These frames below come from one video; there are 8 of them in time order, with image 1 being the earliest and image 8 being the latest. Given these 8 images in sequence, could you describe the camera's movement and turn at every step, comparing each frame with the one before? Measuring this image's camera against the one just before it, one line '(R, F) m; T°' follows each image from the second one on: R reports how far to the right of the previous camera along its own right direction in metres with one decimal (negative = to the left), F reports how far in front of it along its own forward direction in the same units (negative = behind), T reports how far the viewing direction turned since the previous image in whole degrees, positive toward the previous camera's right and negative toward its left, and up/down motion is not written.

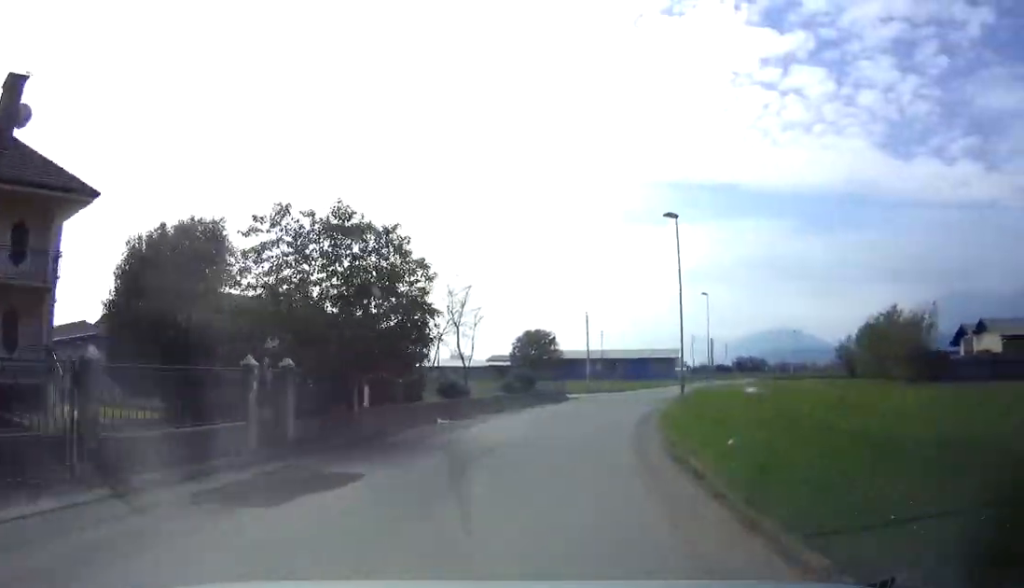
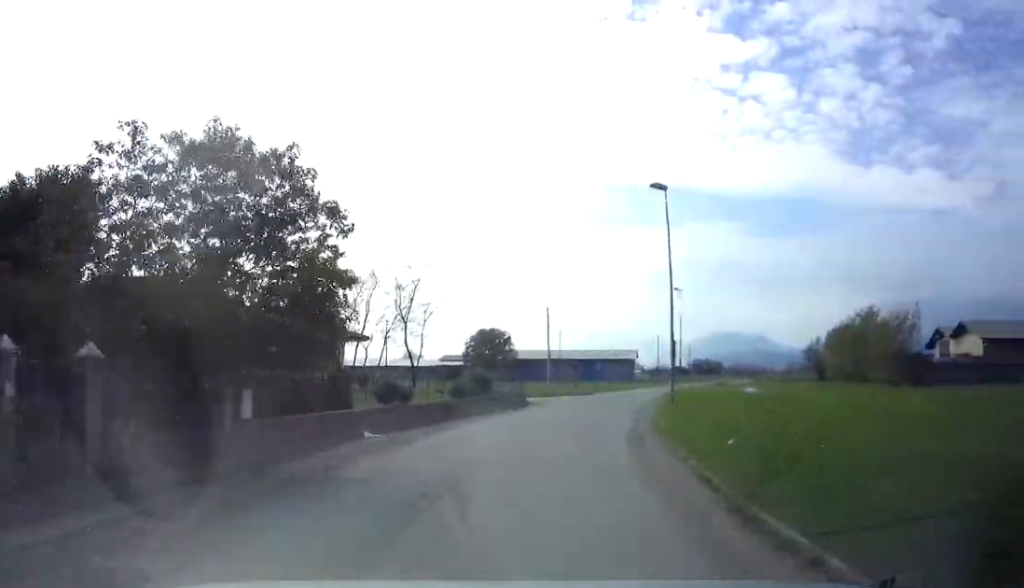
(+0.7, +5.1) m; +11°
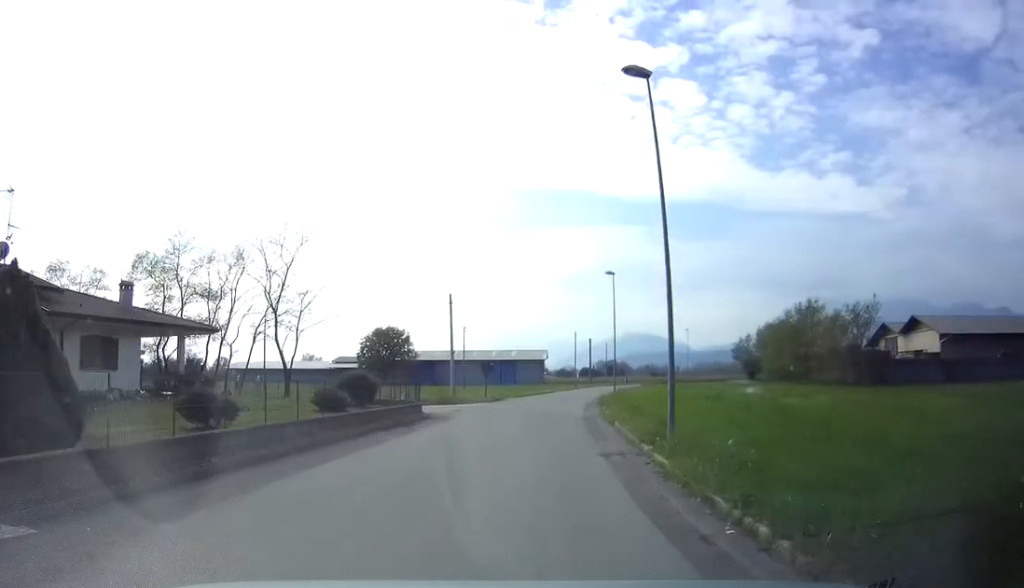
(+1.2, +9.3) m; +8°
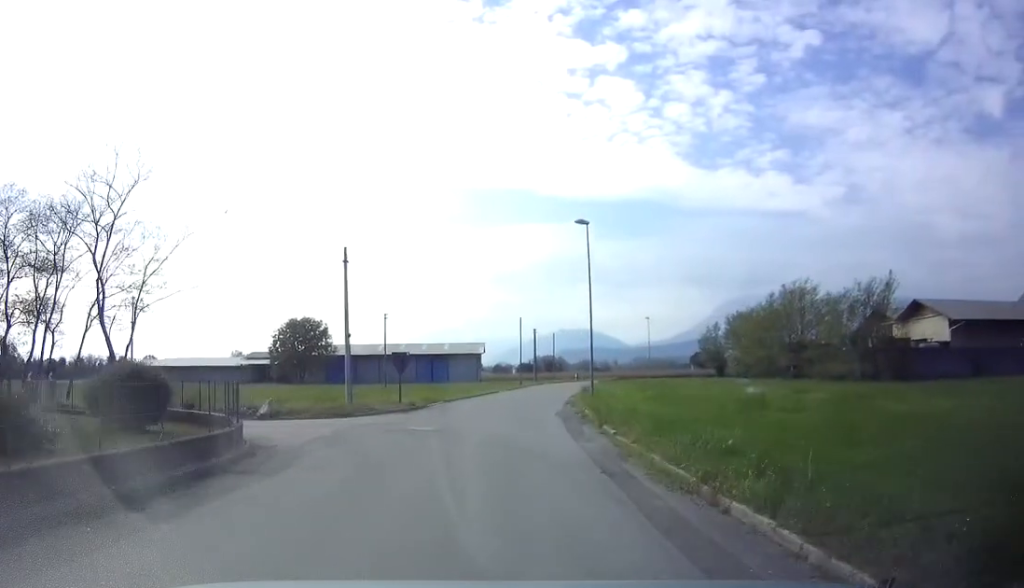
(+0.4, +12.7) m; +4°
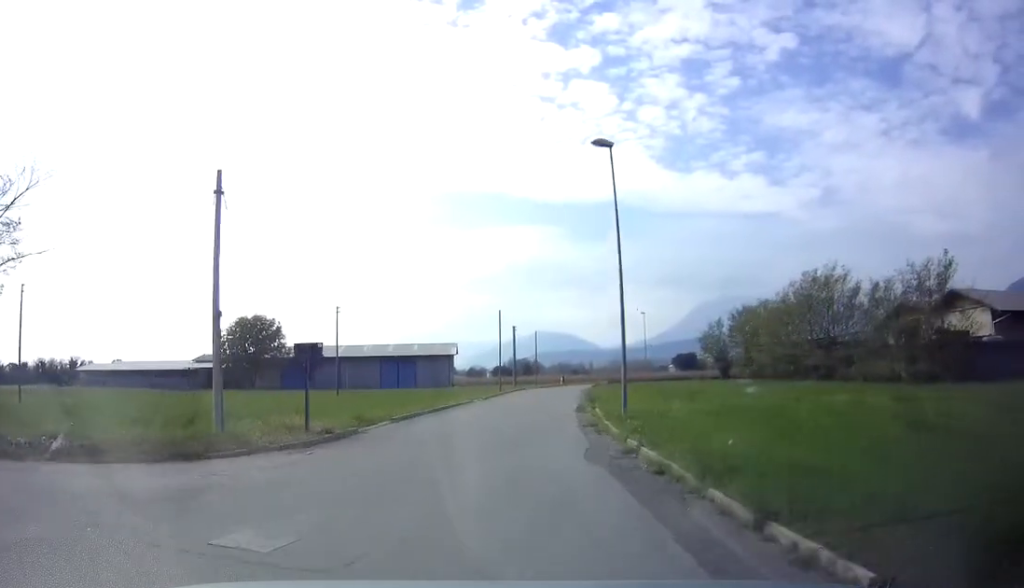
(+0.5, +11.0) m; +3°
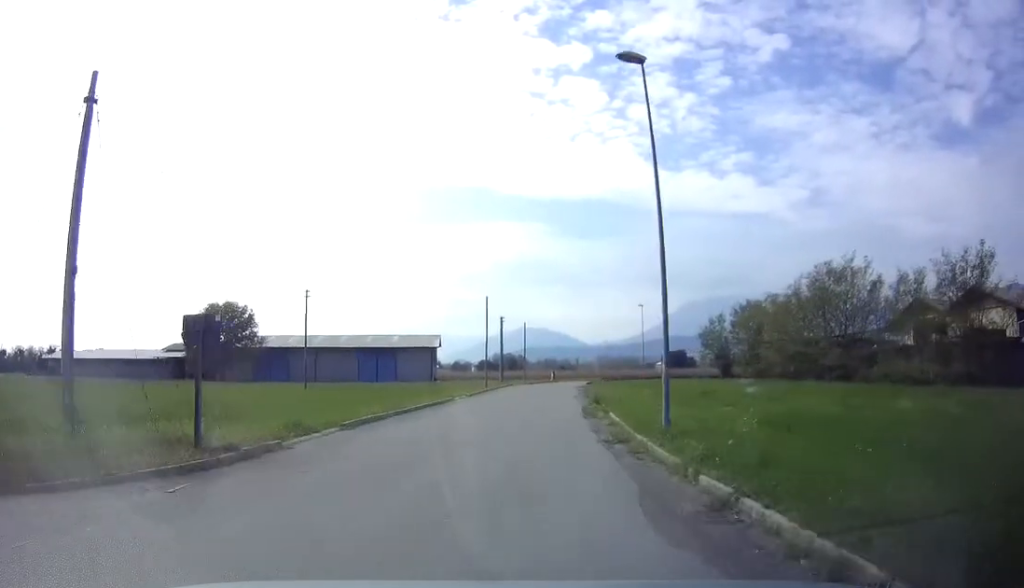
(0.0, +5.3) m; 0°
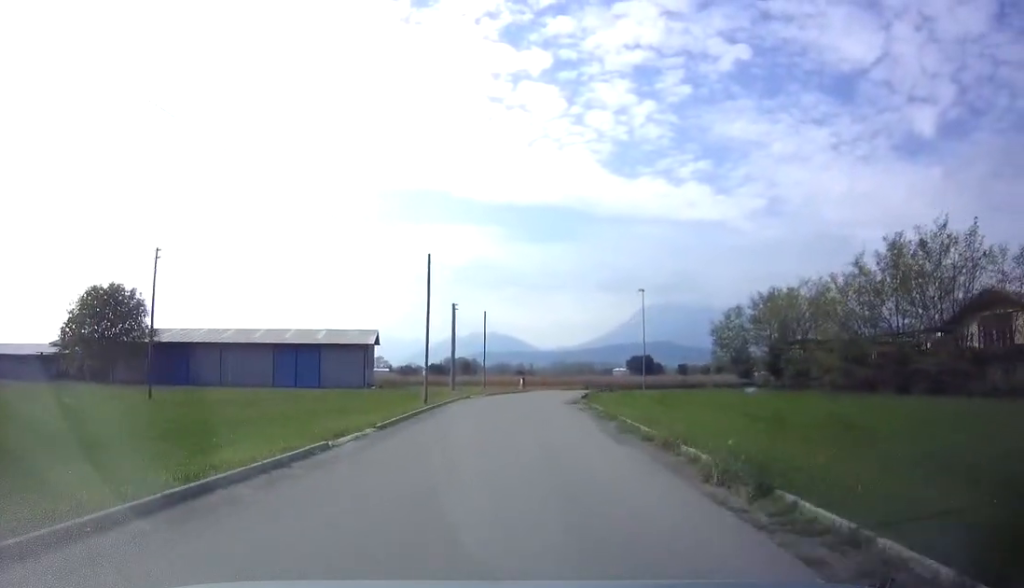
(+0.5, +17.5) m; +5°
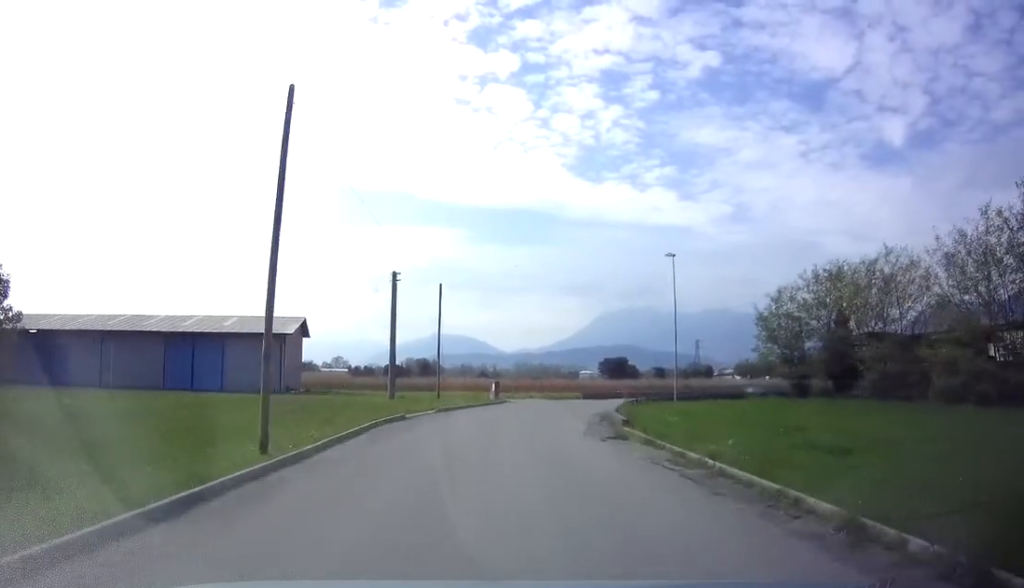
(+0.9, +16.6) m; +3°
